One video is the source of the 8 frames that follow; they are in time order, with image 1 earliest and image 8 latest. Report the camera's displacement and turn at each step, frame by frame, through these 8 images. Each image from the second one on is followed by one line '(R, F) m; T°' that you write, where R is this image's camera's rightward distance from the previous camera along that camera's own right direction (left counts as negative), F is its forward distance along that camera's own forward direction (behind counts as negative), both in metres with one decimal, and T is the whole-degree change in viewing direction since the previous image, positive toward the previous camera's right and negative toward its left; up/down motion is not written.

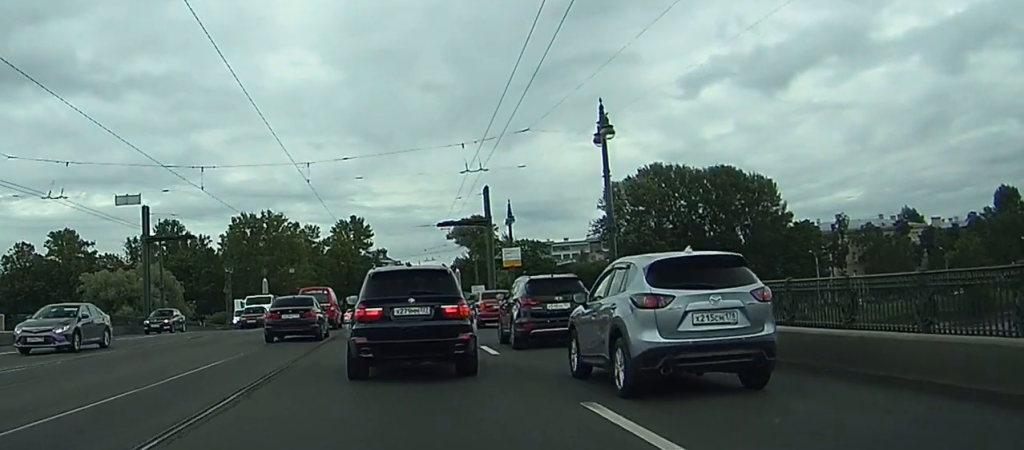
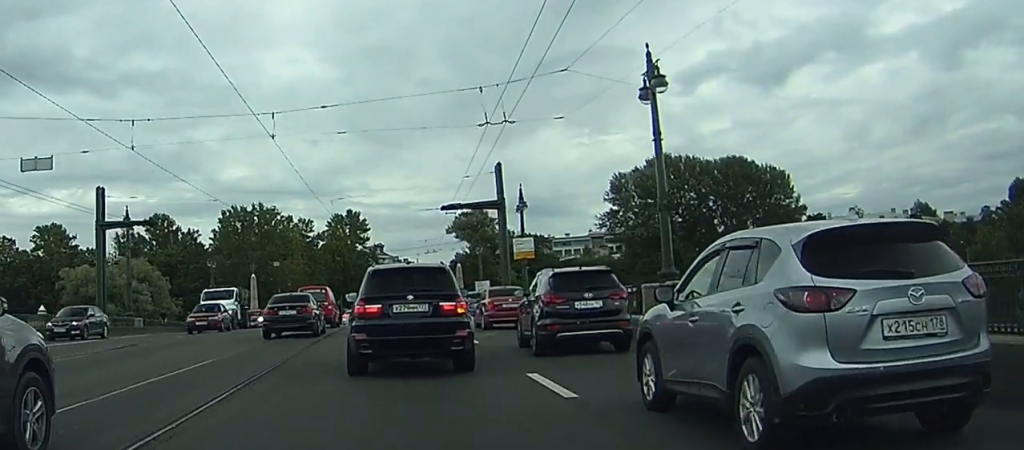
(0.0, +7.6) m; 0°
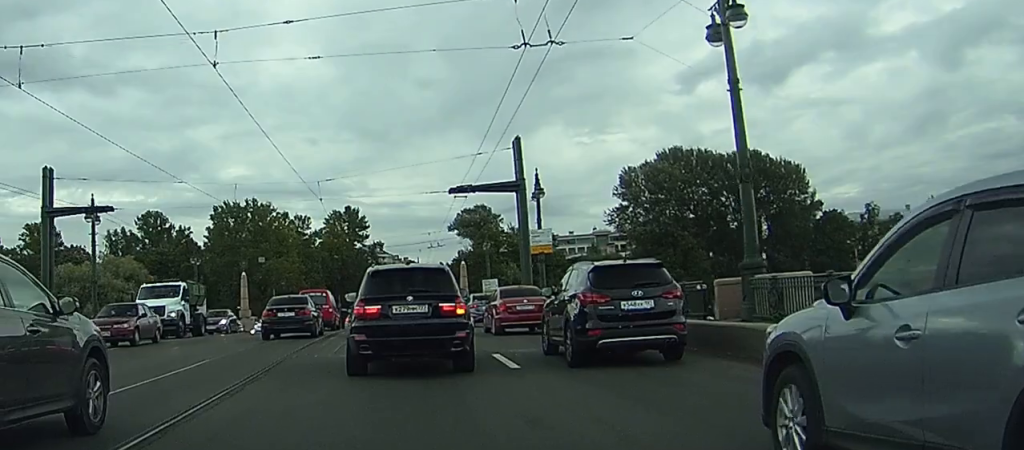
(-0.1, +6.9) m; 0°
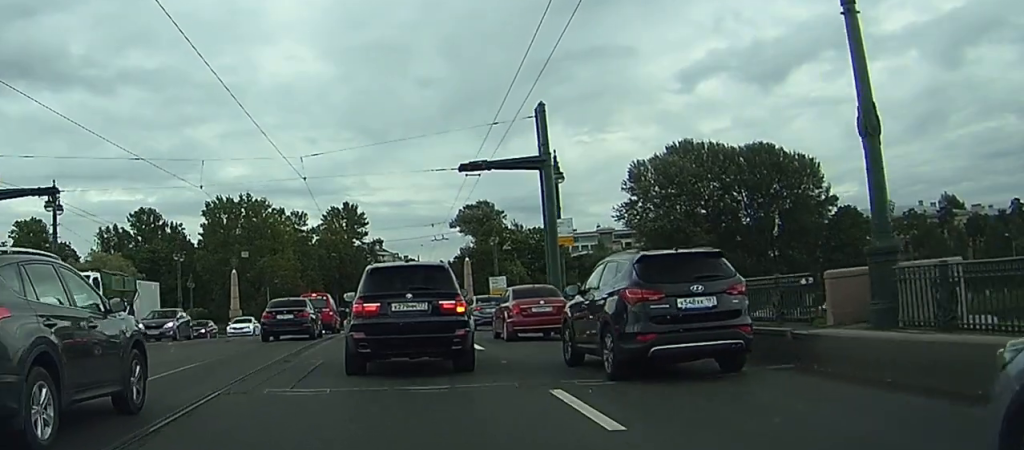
(0.0, +6.3) m; 0°
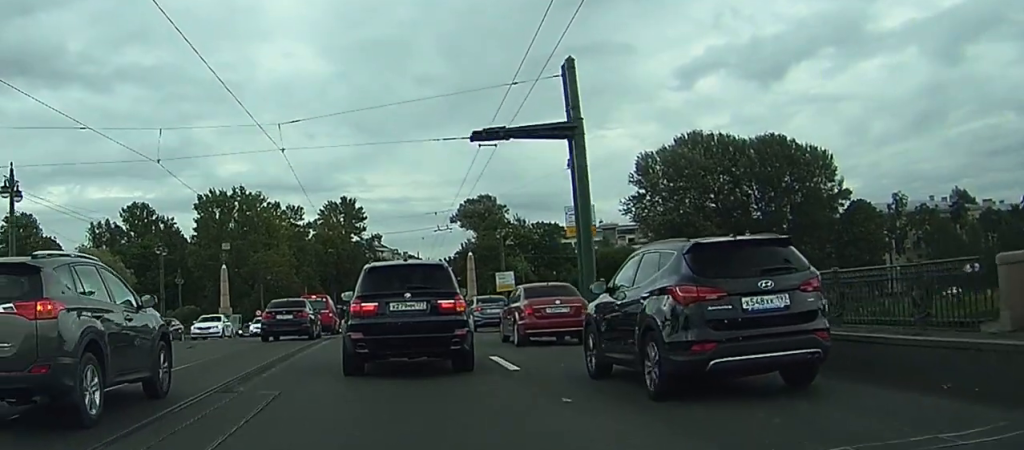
(0.0, +5.6) m; 0°
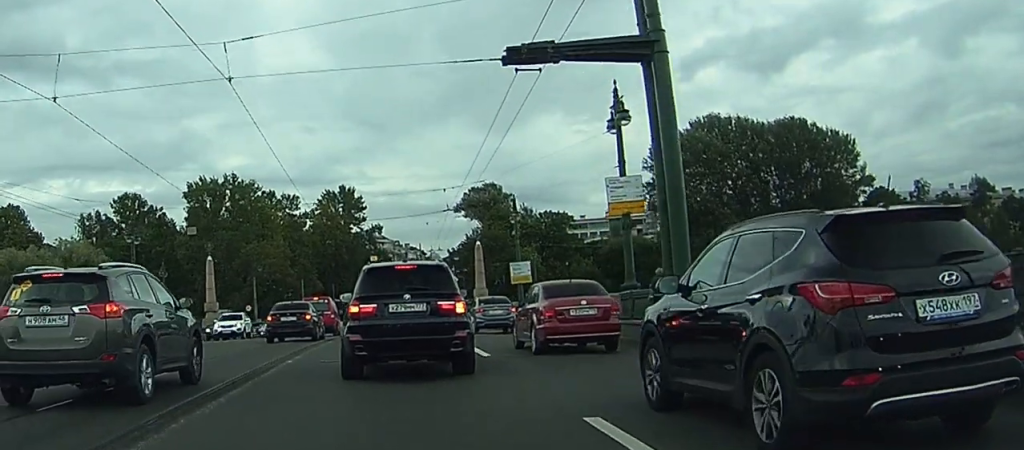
(0.0, +8.4) m; 0°
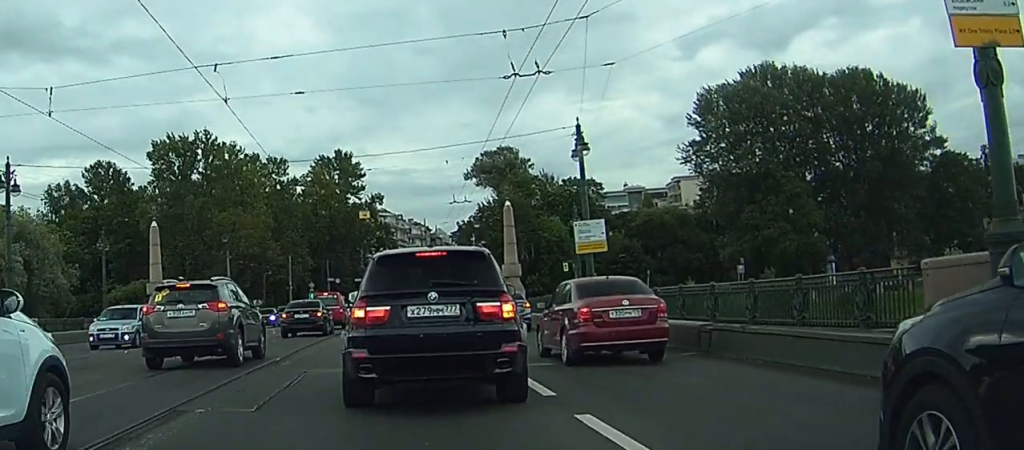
(+0.1, +24.2) m; +2°
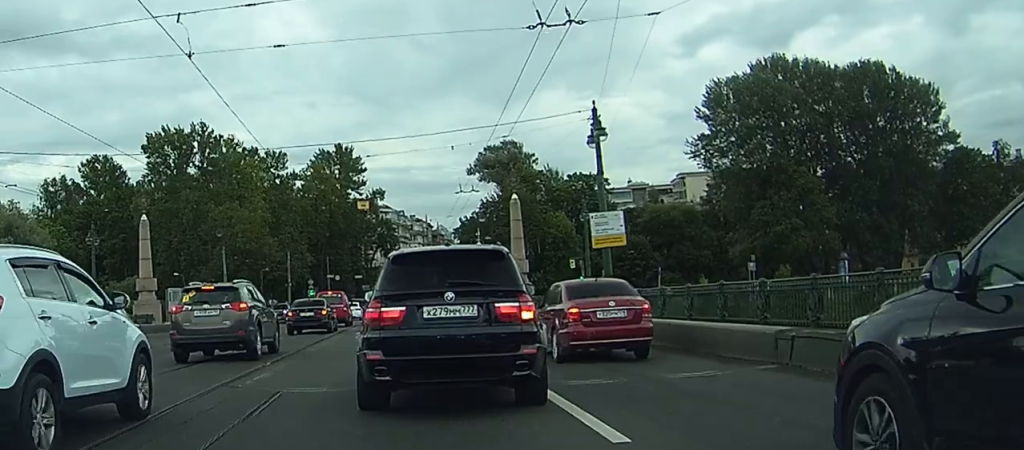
(0.0, +4.4) m; +1°
